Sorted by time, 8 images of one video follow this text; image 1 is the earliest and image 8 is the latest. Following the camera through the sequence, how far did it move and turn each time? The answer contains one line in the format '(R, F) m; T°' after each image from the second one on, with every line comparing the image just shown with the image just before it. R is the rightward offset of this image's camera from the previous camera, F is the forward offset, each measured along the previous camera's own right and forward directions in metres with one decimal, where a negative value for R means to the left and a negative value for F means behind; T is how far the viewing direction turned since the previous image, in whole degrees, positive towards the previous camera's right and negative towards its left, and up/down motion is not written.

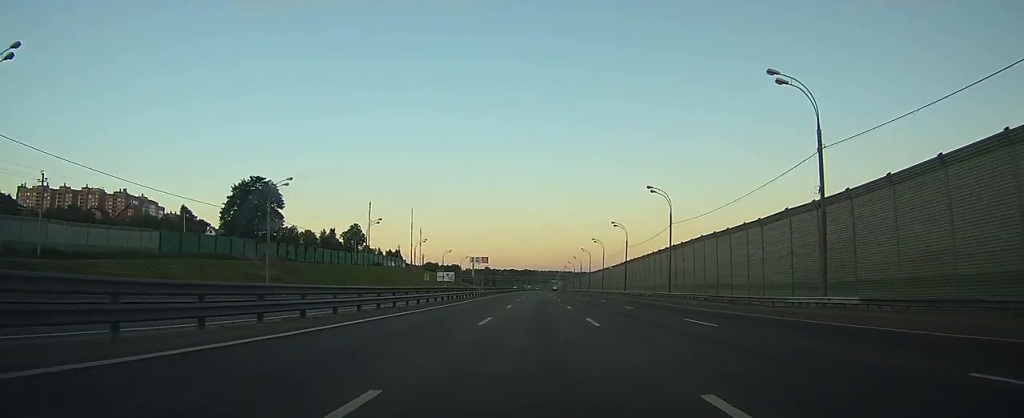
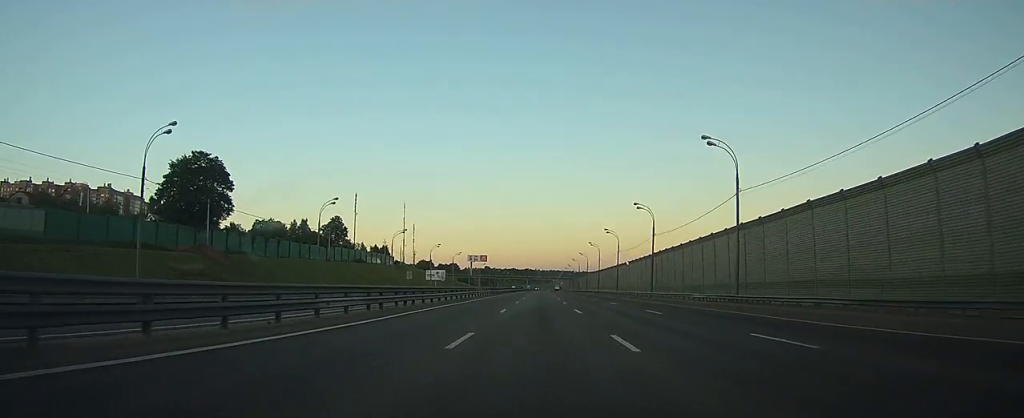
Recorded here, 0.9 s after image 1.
(0.0, +23.2) m; 0°
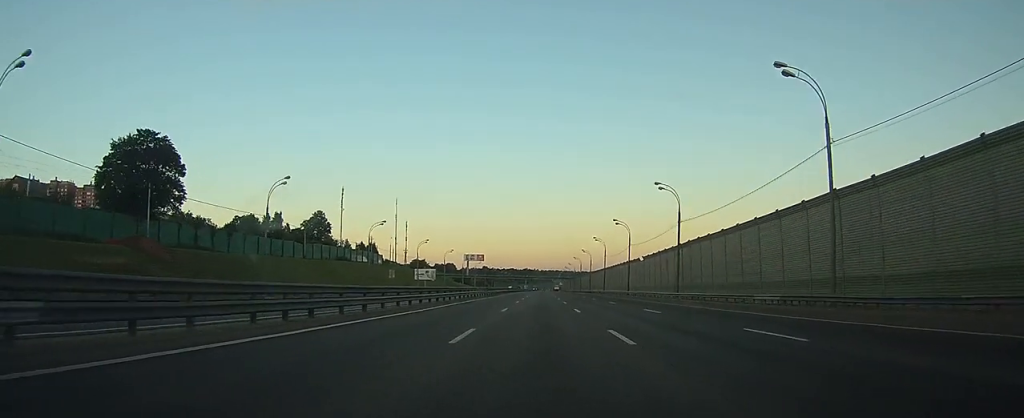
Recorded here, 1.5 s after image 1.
(0.0, +15.6) m; 0°
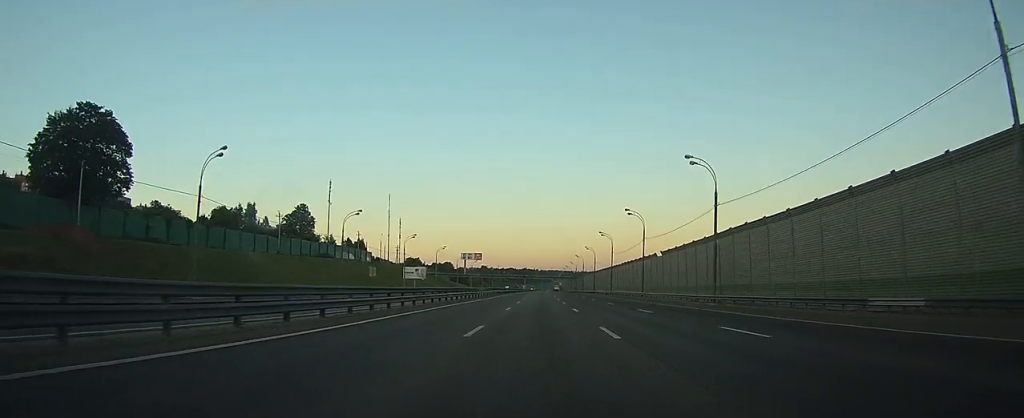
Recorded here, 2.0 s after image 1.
(0.0, +13.9) m; 0°
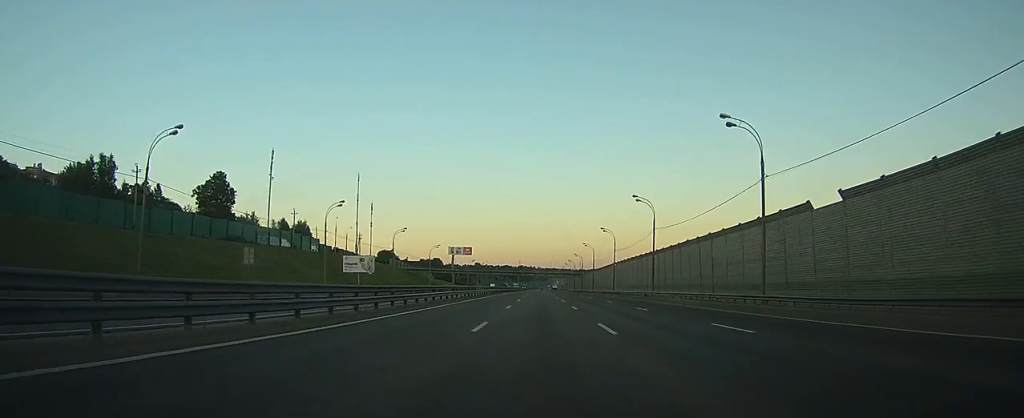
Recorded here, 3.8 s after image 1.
(+0.3, +47.4) m; +1°
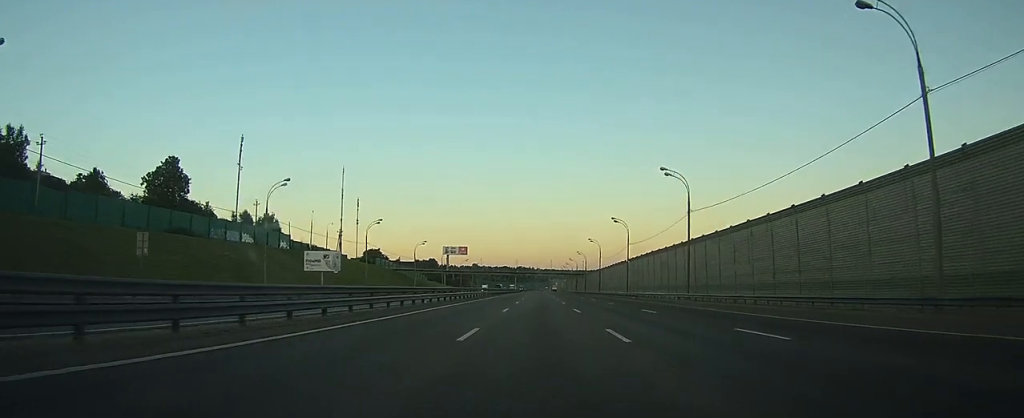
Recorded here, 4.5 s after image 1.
(-0.1, +18.5) m; 0°
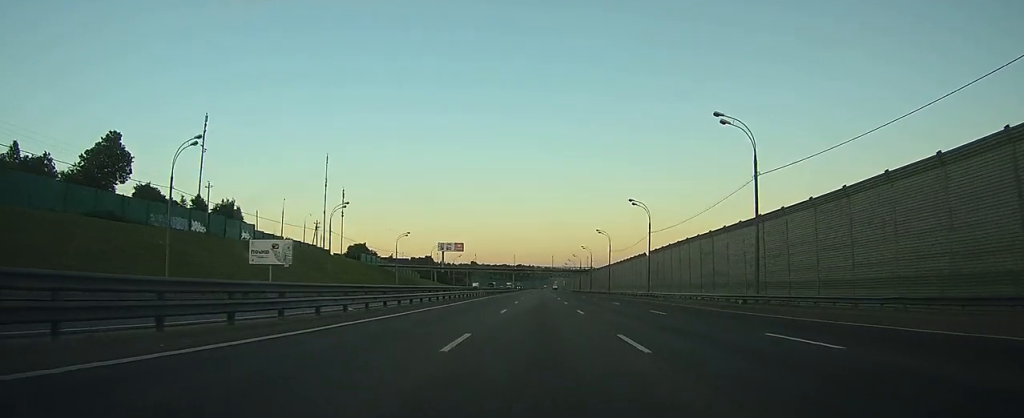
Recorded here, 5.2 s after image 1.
(0.0, +18.5) m; 0°
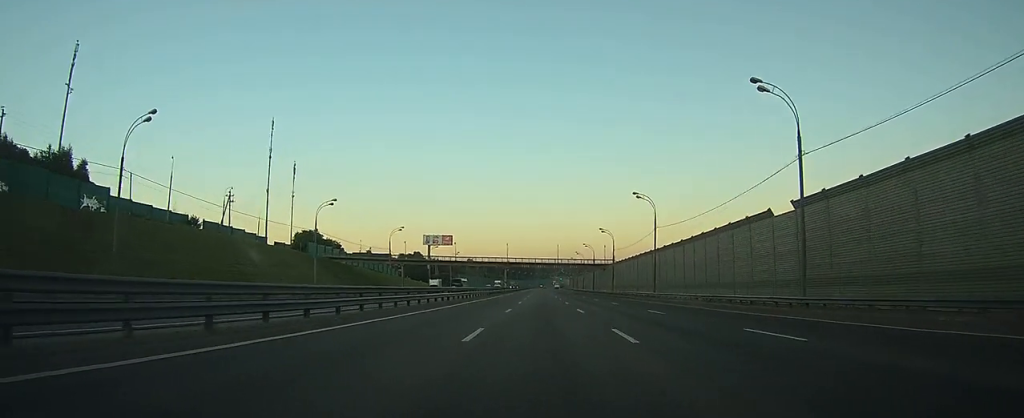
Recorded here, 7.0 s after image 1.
(0.0, +46.1) m; 0°
